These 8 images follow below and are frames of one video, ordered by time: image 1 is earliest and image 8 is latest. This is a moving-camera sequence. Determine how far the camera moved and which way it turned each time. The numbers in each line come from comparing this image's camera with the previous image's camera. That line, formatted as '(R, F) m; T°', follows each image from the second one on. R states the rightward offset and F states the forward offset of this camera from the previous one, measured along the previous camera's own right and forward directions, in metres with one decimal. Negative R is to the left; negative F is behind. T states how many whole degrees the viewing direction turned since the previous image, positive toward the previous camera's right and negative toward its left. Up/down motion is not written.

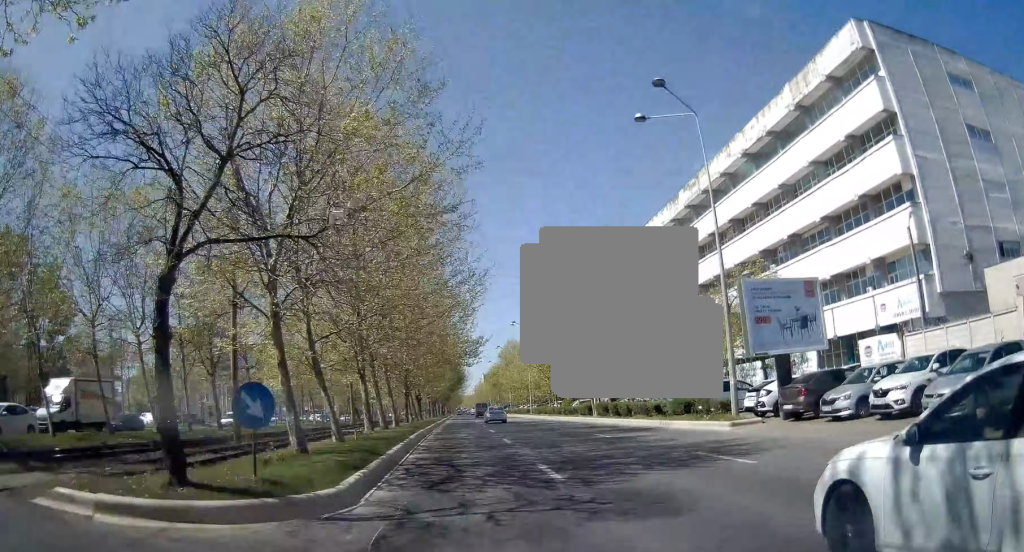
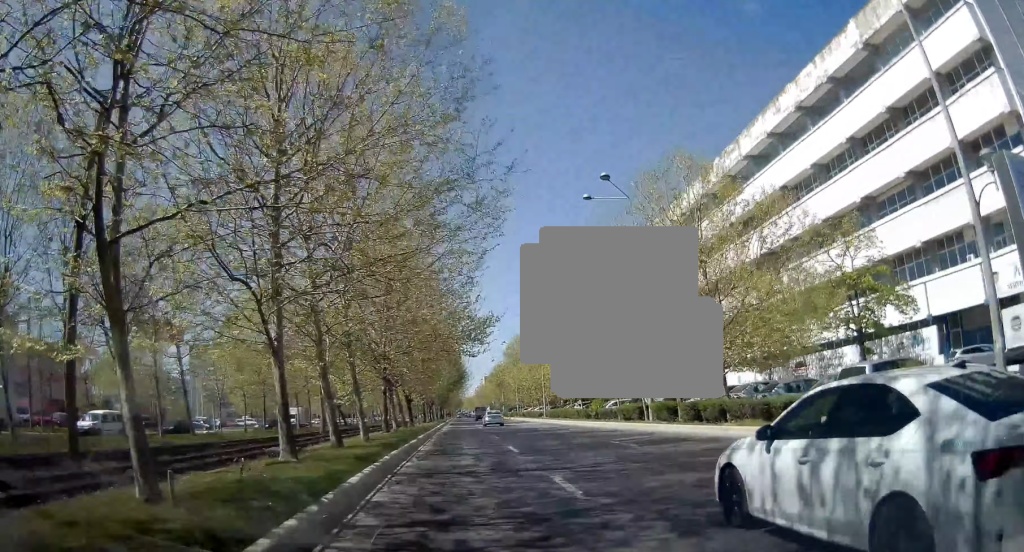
(0.0, +12.7) m; 0°
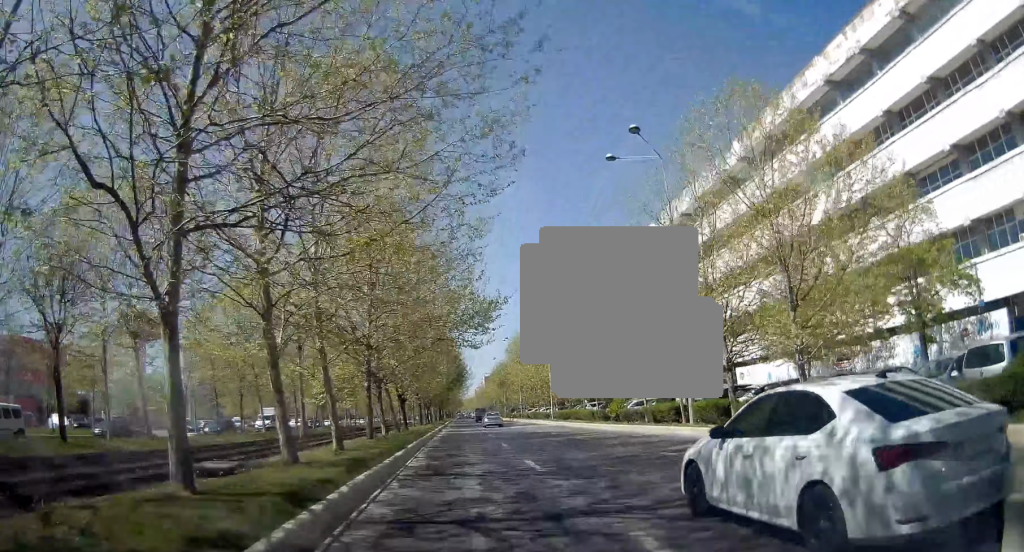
(0.0, +5.6) m; 0°
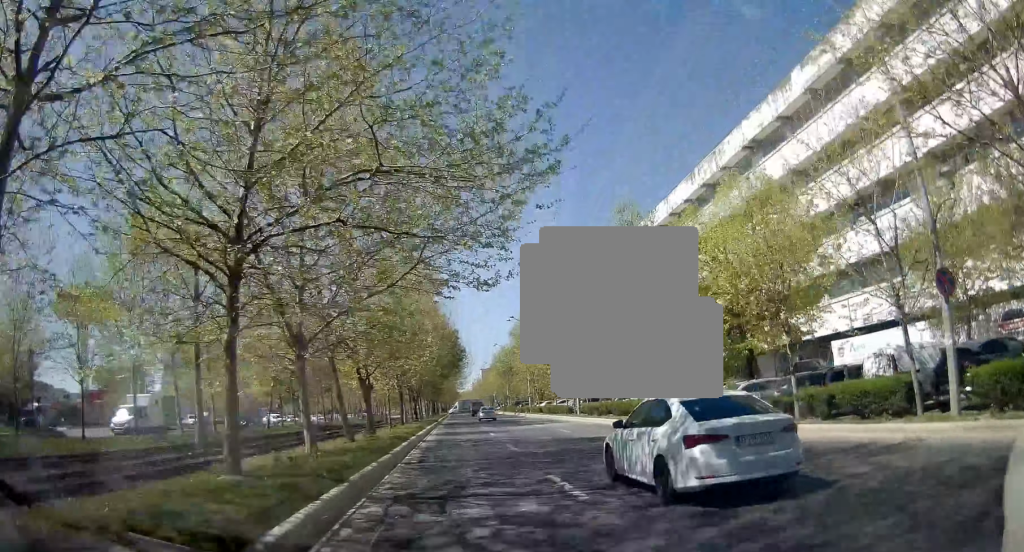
(0.0, +15.6) m; -2°
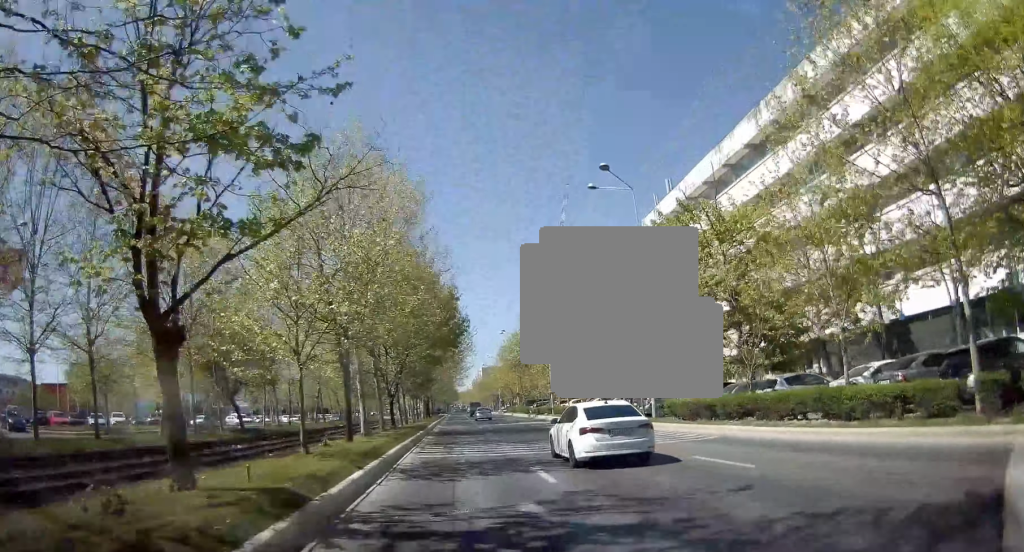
(-0.1, +19.2) m; 0°
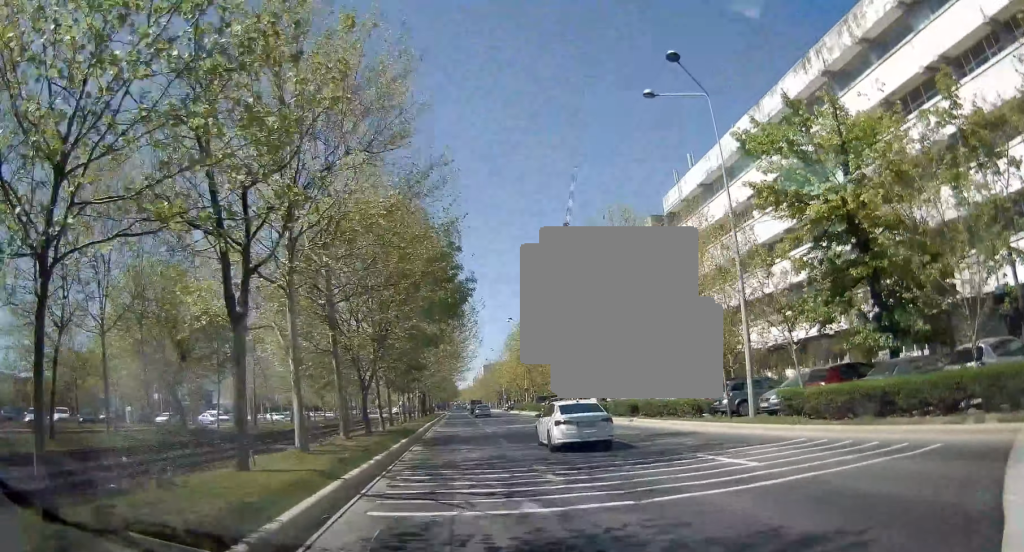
(0.0, +10.3) m; 0°
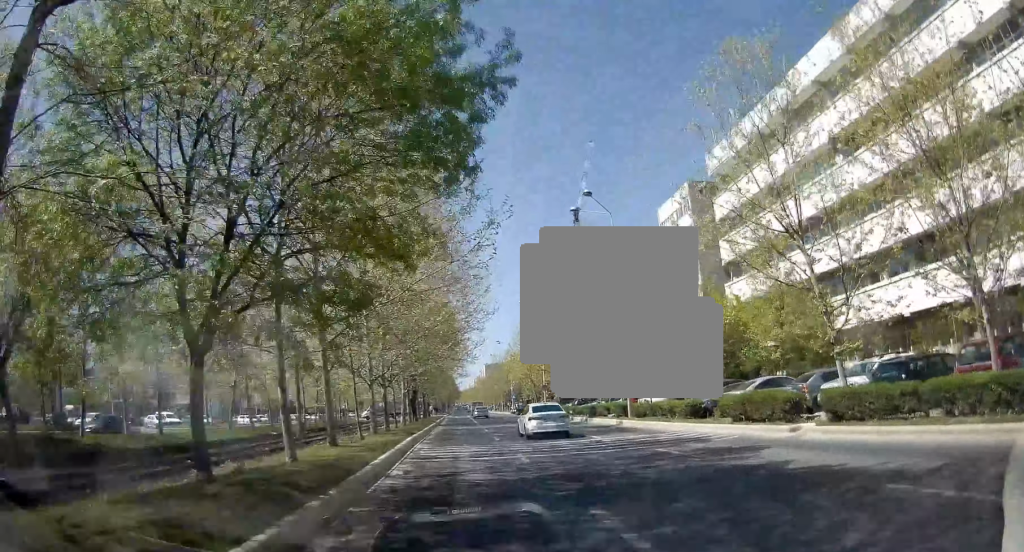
(+0.2, +16.0) m; +2°
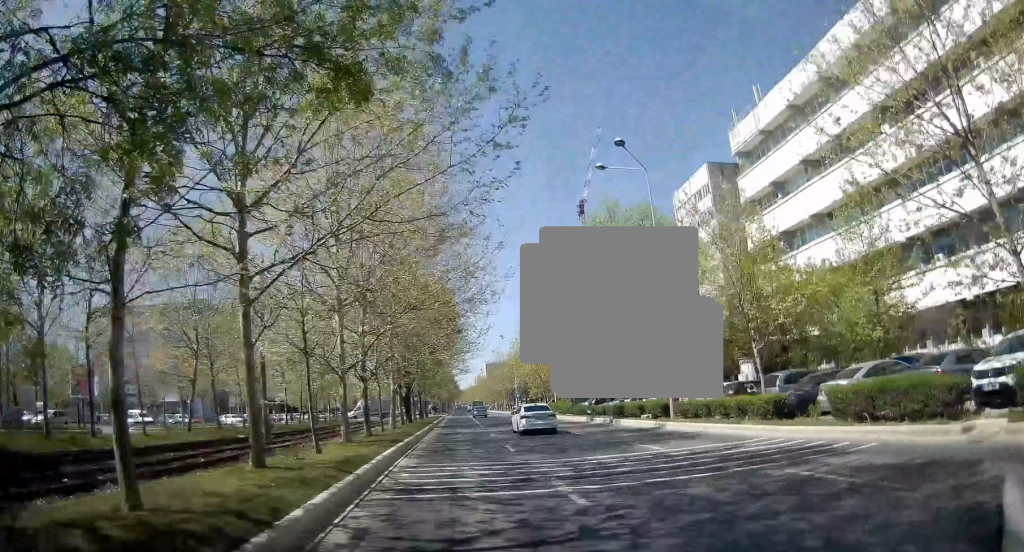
(0.0, +6.8) m; -1°
